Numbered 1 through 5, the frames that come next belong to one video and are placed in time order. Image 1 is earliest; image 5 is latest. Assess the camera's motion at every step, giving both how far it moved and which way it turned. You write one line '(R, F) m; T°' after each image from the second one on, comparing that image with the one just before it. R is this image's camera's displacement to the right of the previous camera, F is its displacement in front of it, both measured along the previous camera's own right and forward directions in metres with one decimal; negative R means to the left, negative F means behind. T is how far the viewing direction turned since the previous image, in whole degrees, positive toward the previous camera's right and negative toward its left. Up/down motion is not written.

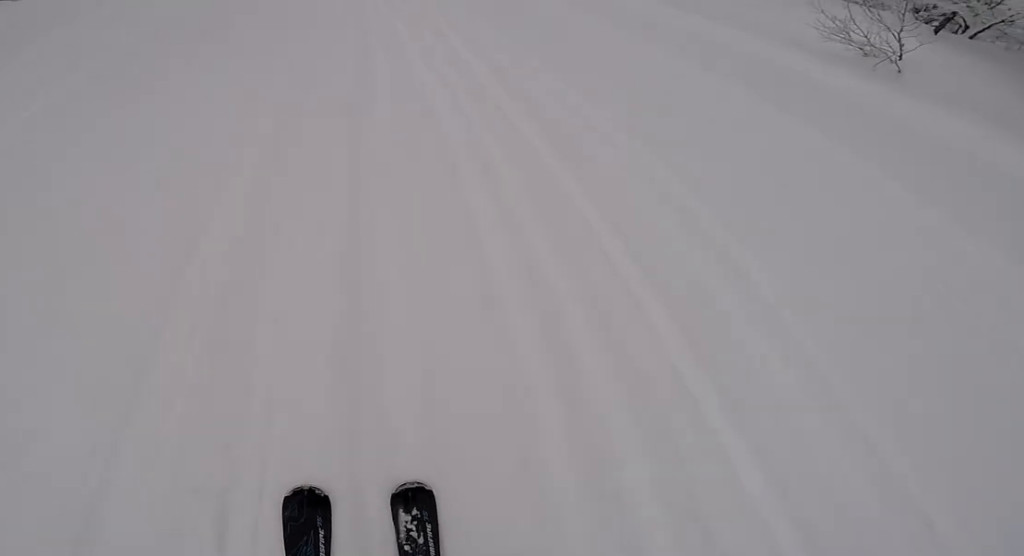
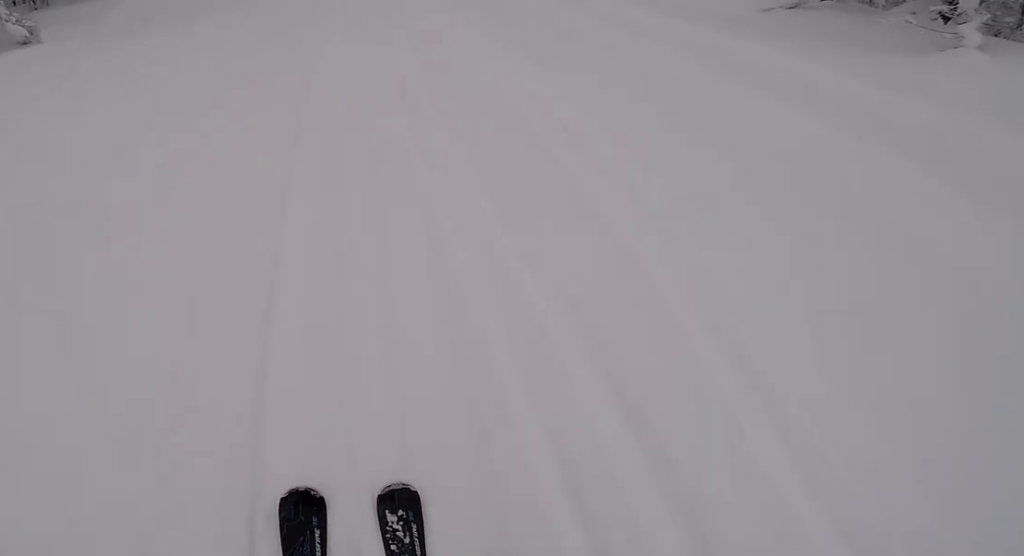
(-0.2, +7.2) m; +5°
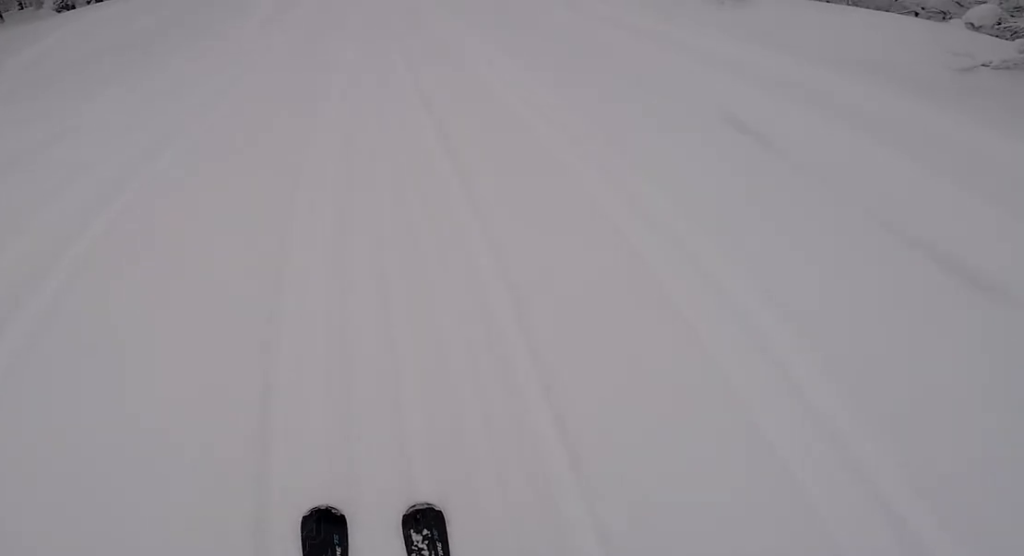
(+1.0, +4.7) m; 0°
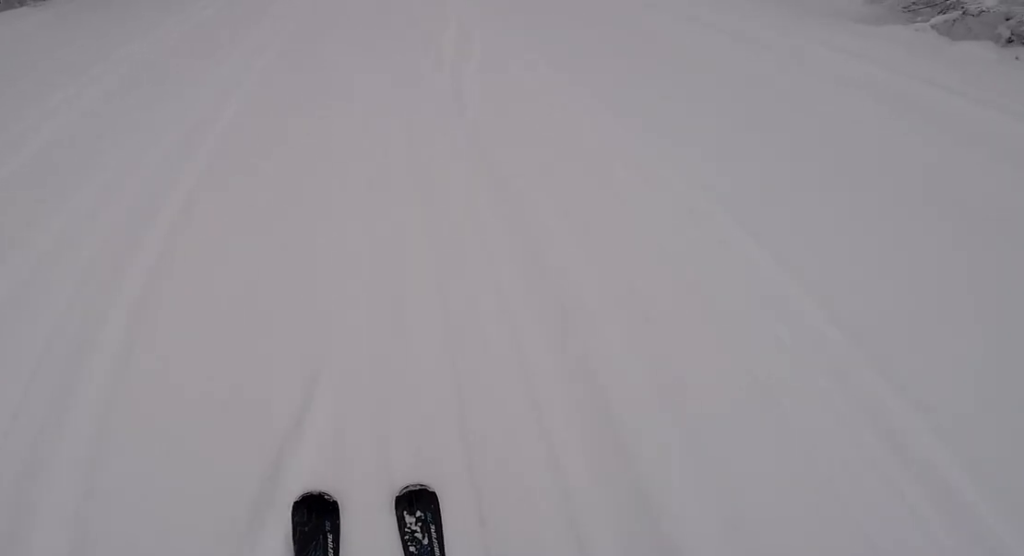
(-0.5, +8.1) m; -4°
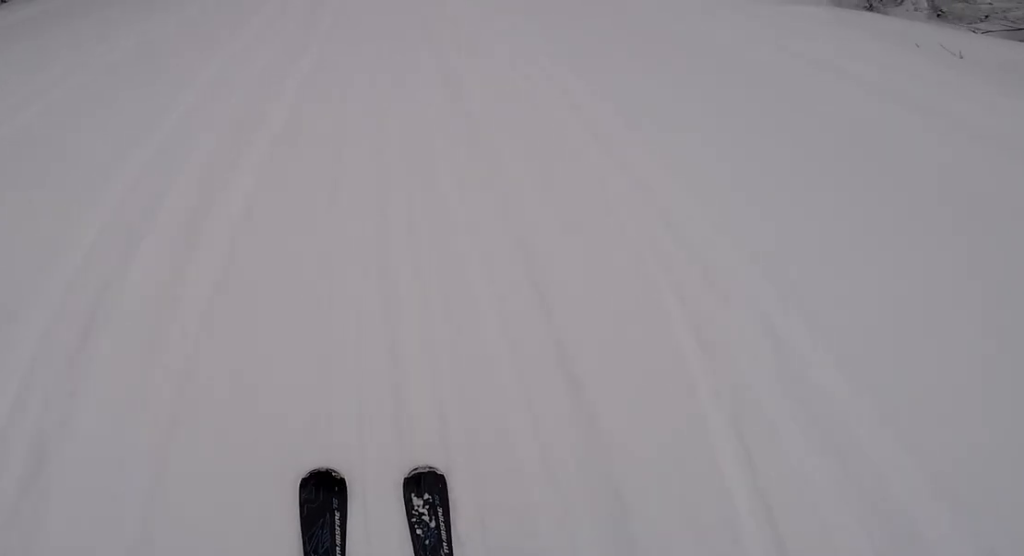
(-0.3, +5.1) m; -2°
